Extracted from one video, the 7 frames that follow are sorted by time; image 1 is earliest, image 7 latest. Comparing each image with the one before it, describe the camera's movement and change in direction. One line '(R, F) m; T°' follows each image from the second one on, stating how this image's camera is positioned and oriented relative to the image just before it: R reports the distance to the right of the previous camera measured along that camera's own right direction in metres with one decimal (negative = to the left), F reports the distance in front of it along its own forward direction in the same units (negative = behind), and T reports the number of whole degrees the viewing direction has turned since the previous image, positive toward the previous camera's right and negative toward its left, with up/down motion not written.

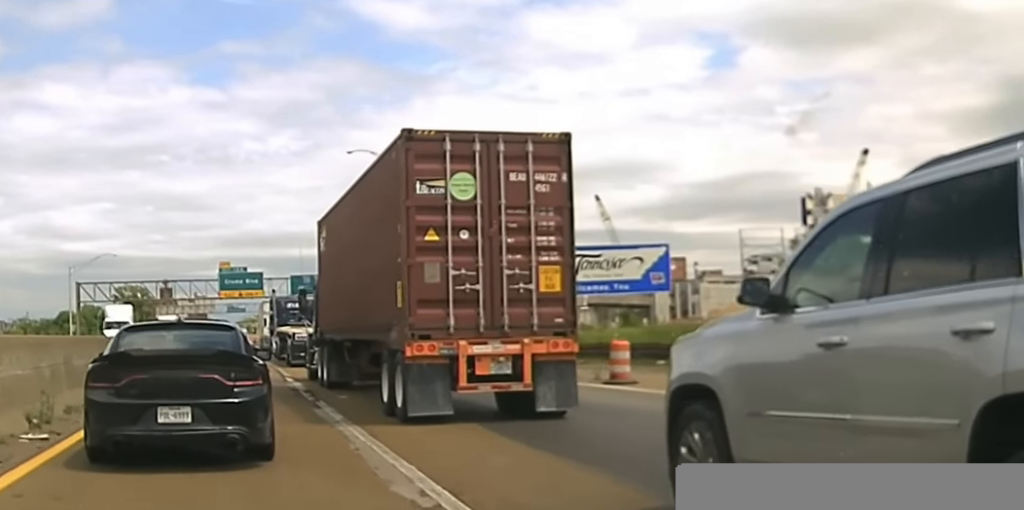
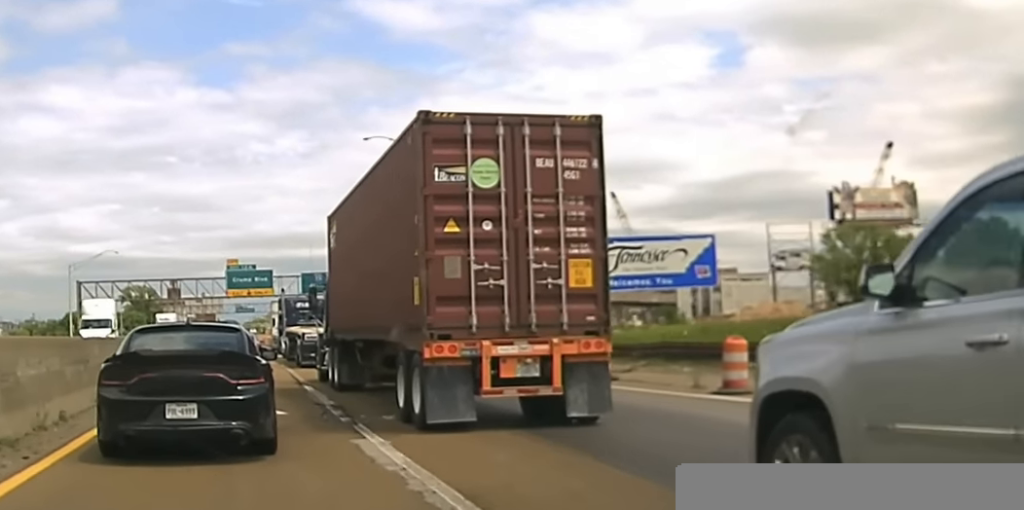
(-0.2, +5.9) m; -1°
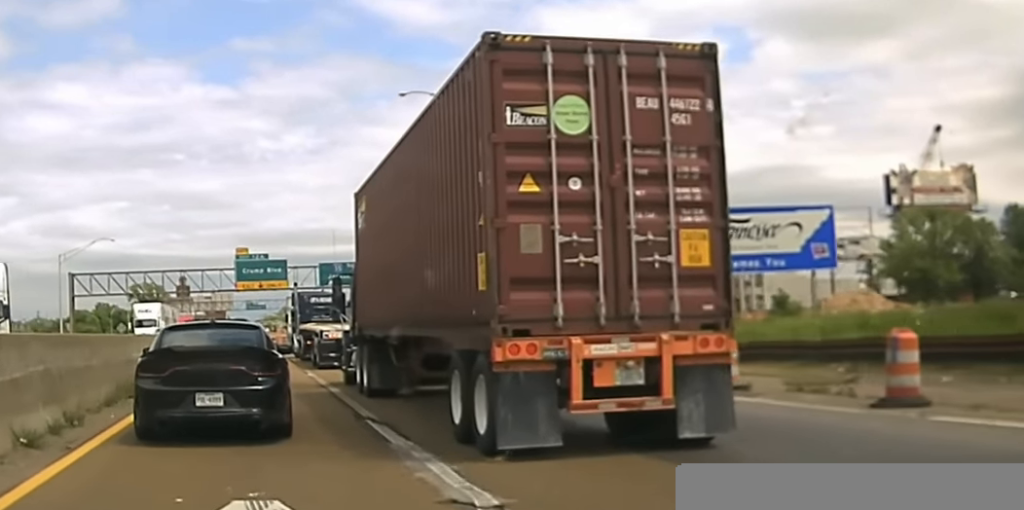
(+0.2, +14.8) m; +1°
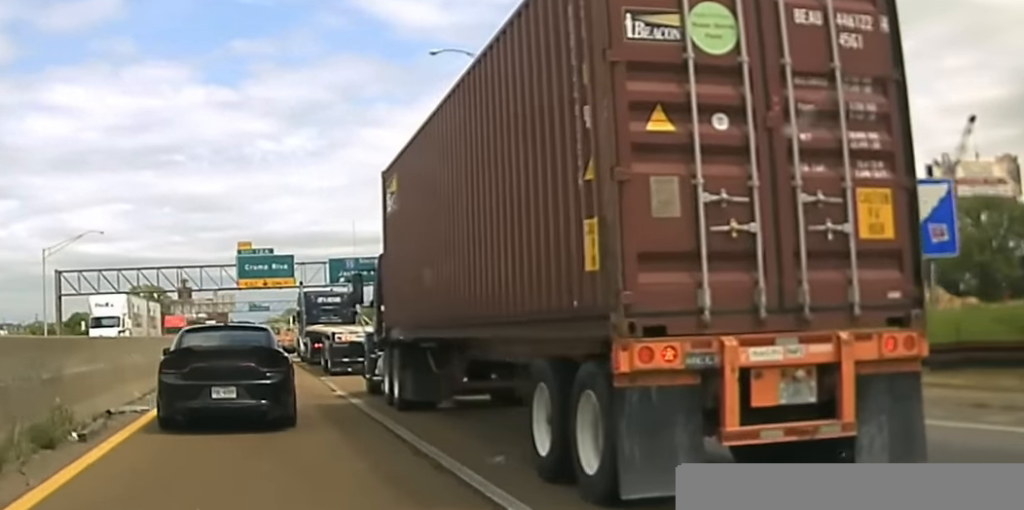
(+0.2, +11.3) m; 0°
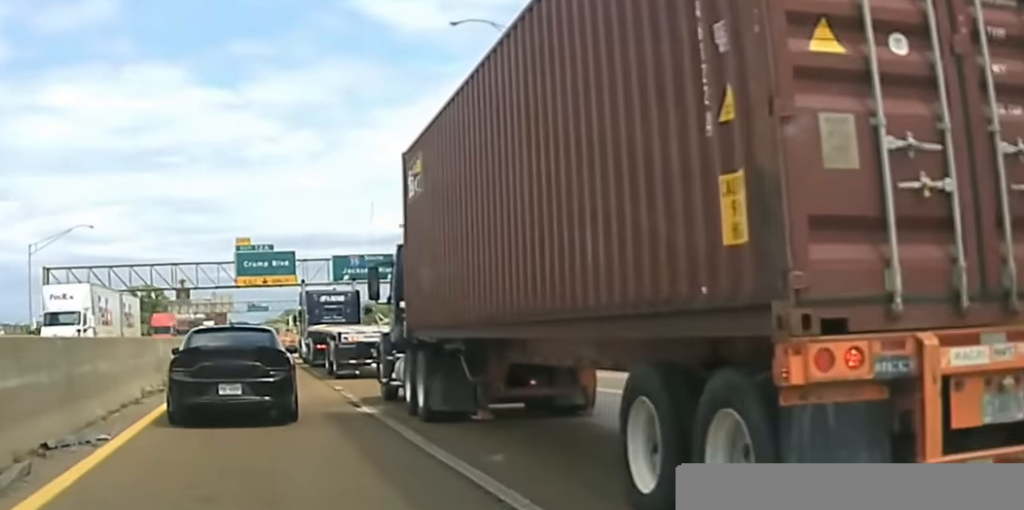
(-0.1, +6.0) m; -1°
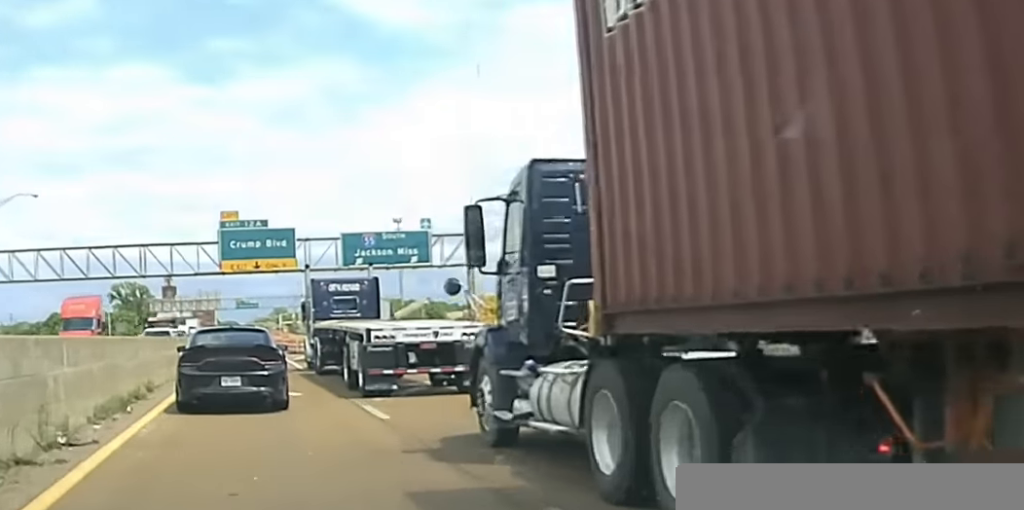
(-0.2, +16.4) m; -1°
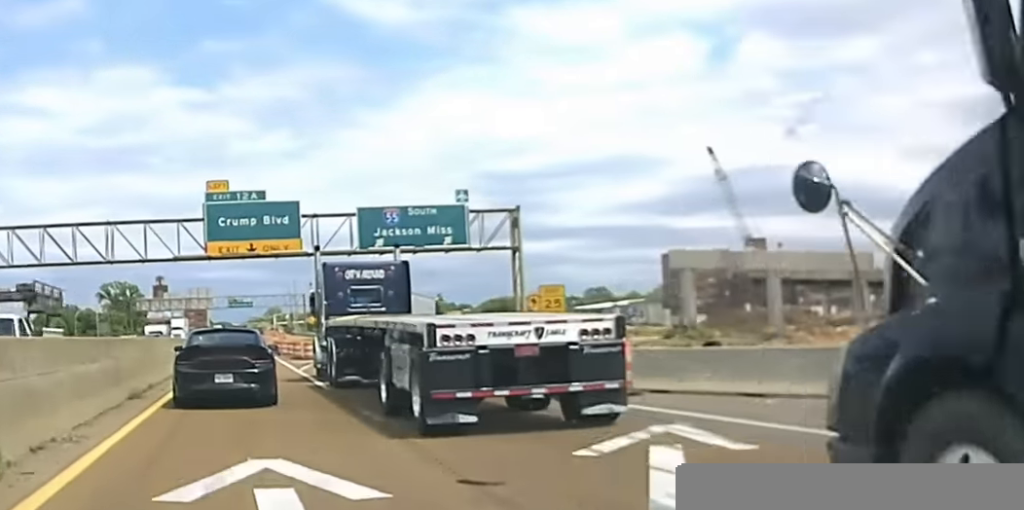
(+0.1, +11.1) m; +2°
